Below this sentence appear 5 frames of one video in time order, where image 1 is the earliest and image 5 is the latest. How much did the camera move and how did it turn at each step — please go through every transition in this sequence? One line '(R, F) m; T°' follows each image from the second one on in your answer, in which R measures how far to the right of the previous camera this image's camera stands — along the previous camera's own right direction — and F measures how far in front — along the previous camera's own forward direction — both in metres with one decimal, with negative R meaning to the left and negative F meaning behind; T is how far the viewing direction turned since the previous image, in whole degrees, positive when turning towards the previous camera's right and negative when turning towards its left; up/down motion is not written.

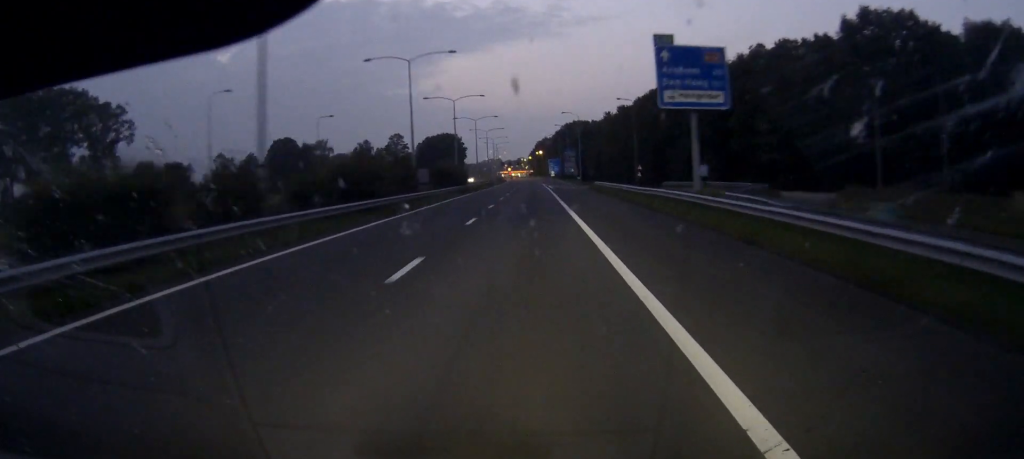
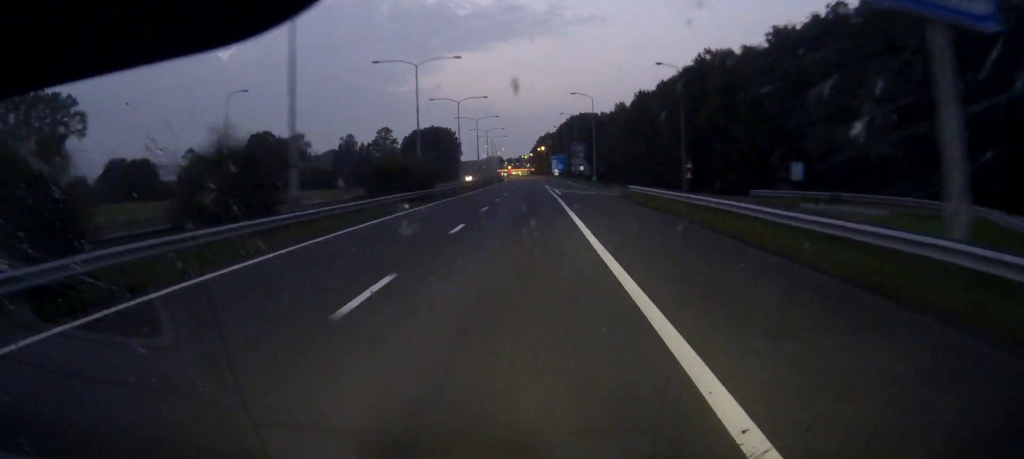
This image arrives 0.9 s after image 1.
(0.0, +26.8) m; 0°
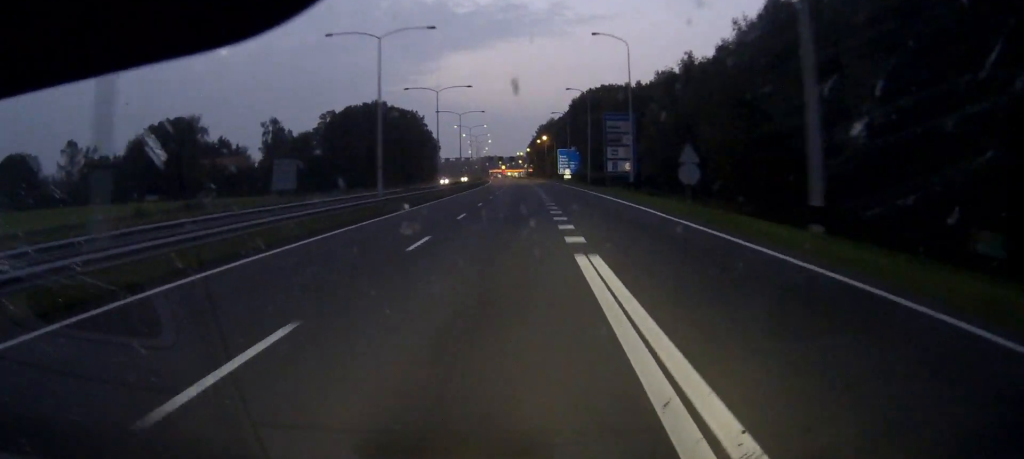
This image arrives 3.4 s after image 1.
(0.0, +72.2) m; 0°
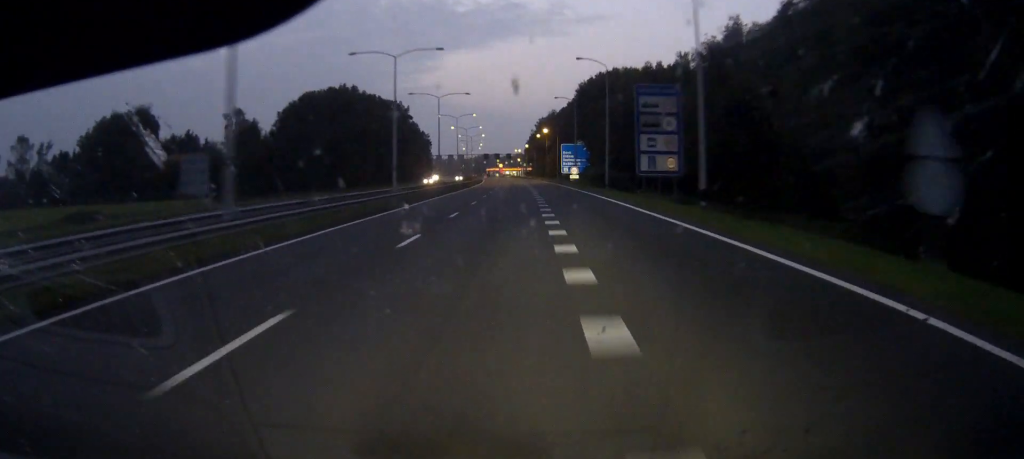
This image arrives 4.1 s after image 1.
(0.0, +22.2) m; 0°
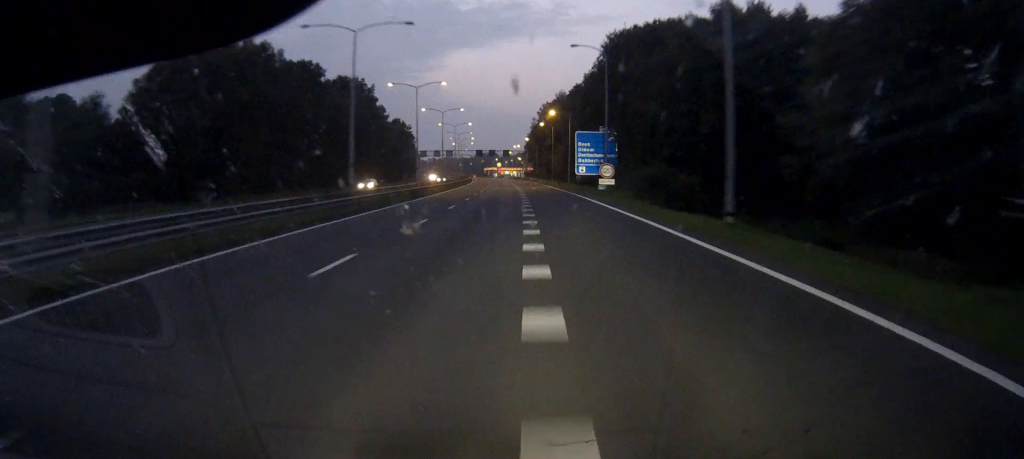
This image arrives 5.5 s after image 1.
(0.0, +39.4) m; 0°
